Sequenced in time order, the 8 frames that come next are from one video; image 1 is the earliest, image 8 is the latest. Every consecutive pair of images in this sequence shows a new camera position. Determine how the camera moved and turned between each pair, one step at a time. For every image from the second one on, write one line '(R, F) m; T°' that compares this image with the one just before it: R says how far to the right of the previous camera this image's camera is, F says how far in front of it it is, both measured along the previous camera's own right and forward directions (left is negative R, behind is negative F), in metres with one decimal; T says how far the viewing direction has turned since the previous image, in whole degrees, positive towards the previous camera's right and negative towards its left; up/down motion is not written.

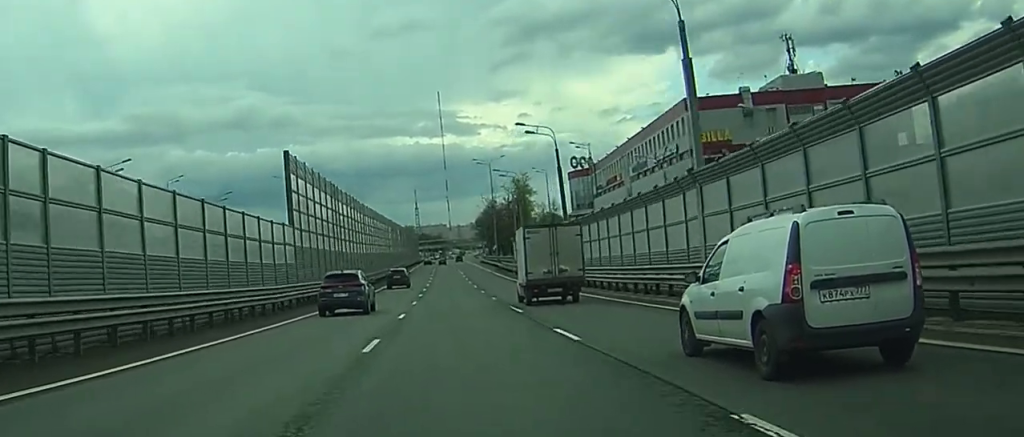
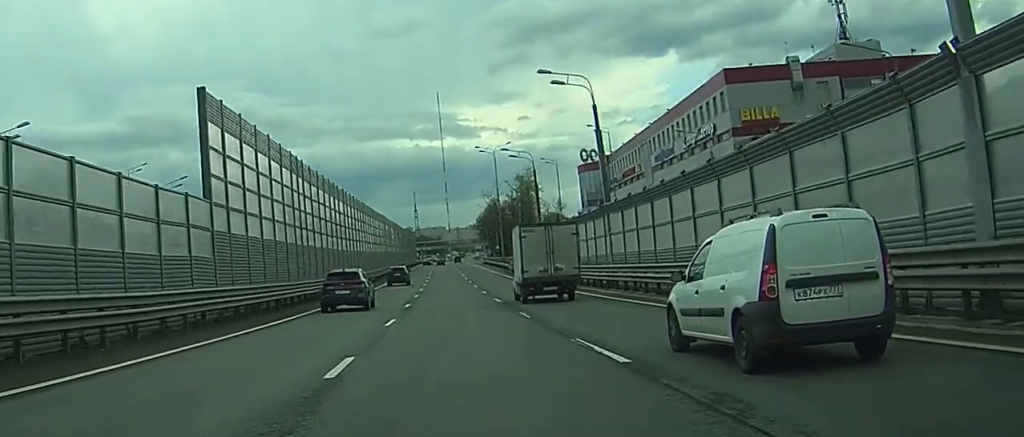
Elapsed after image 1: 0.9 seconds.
(-0.2, +16.6) m; -1°
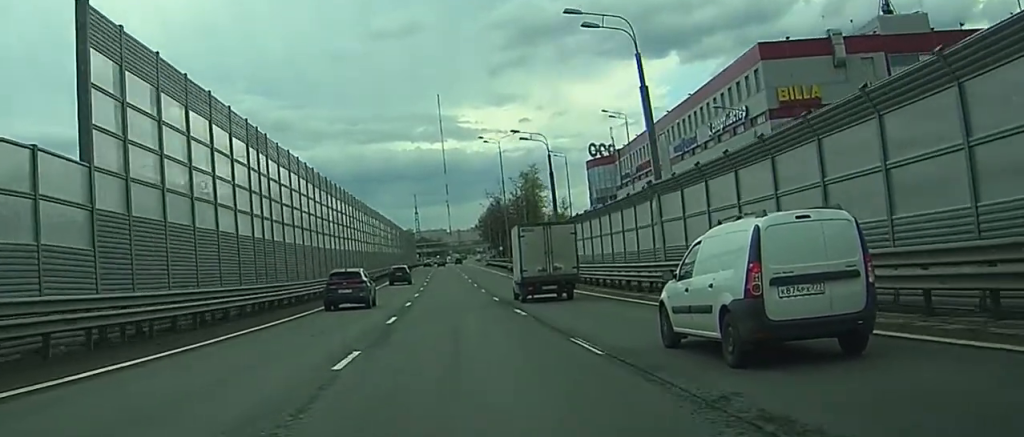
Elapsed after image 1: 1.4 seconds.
(0.0, +10.8) m; 0°
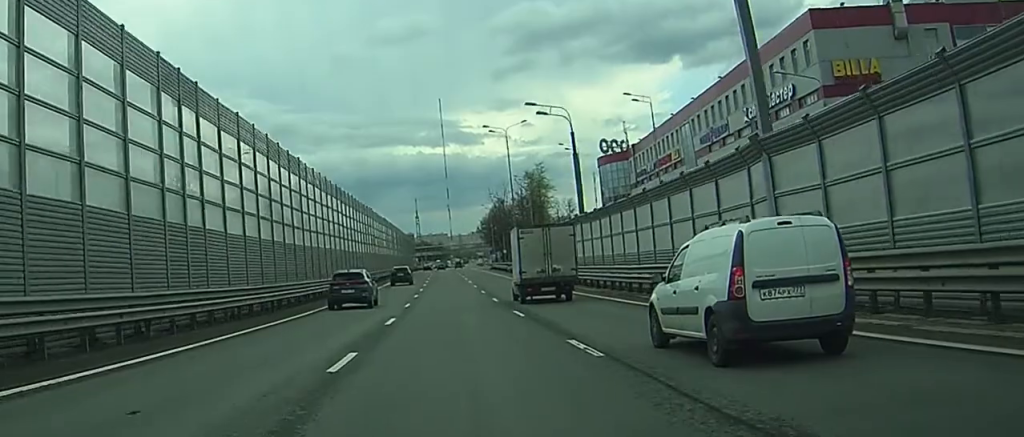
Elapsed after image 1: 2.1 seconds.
(-0.2, +12.2) m; +1°
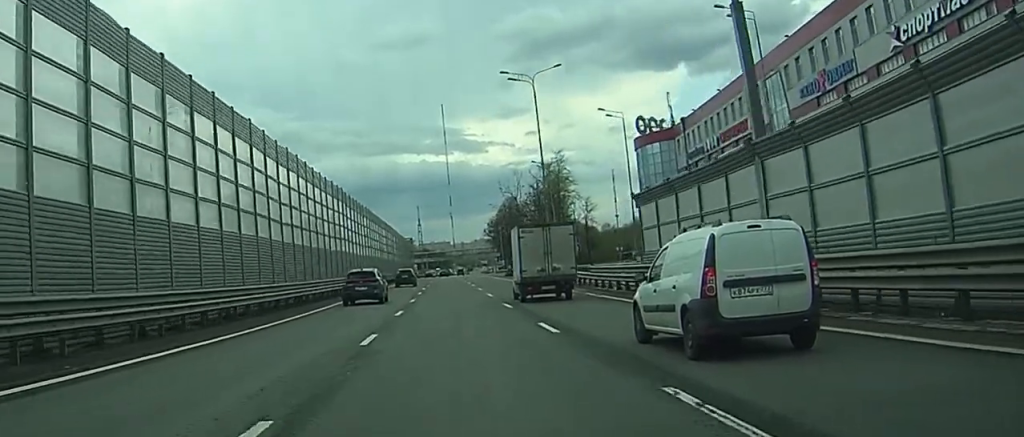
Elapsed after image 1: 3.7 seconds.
(+0.8, +31.3) m; +1°
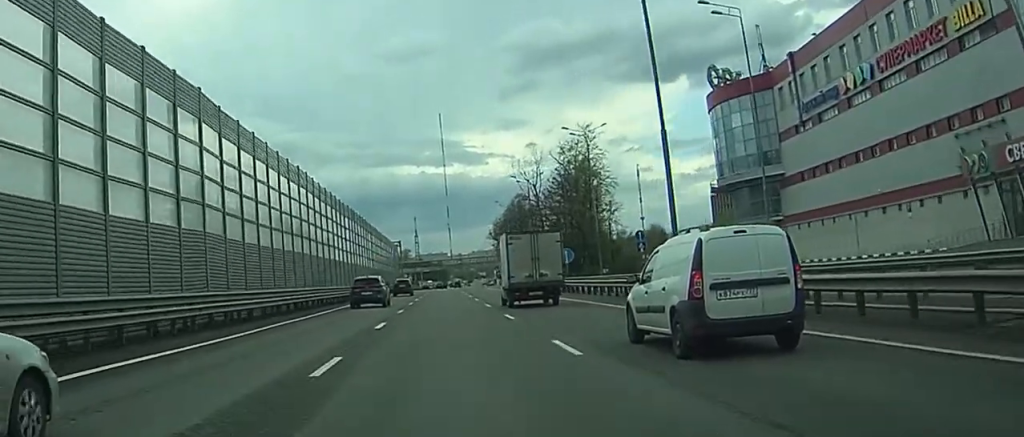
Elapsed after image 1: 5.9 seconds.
(-1.0, +41.0) m; -1°
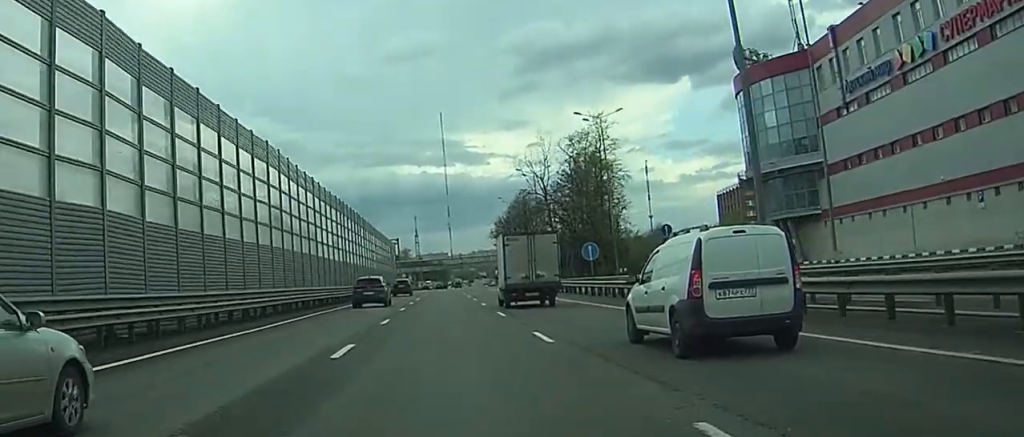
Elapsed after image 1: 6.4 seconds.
(-0.1, +9.4) m; +1°
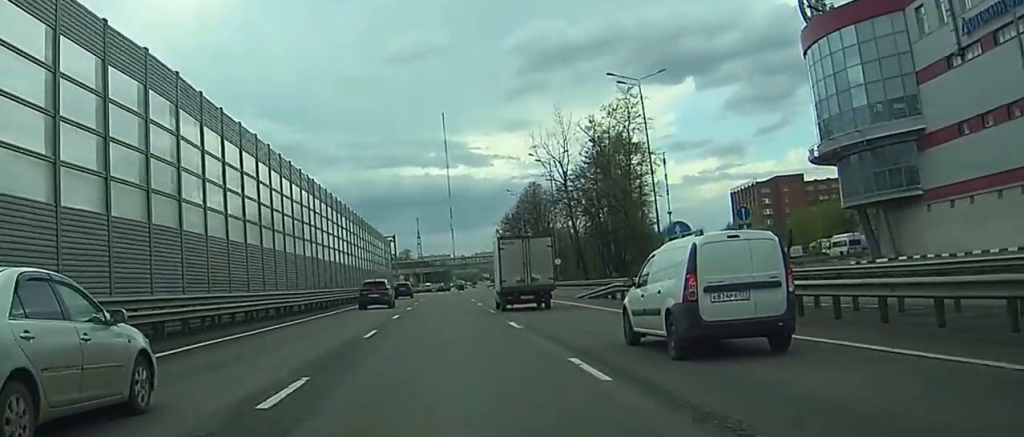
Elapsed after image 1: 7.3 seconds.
(+0.6, +18.1) m; -1°
